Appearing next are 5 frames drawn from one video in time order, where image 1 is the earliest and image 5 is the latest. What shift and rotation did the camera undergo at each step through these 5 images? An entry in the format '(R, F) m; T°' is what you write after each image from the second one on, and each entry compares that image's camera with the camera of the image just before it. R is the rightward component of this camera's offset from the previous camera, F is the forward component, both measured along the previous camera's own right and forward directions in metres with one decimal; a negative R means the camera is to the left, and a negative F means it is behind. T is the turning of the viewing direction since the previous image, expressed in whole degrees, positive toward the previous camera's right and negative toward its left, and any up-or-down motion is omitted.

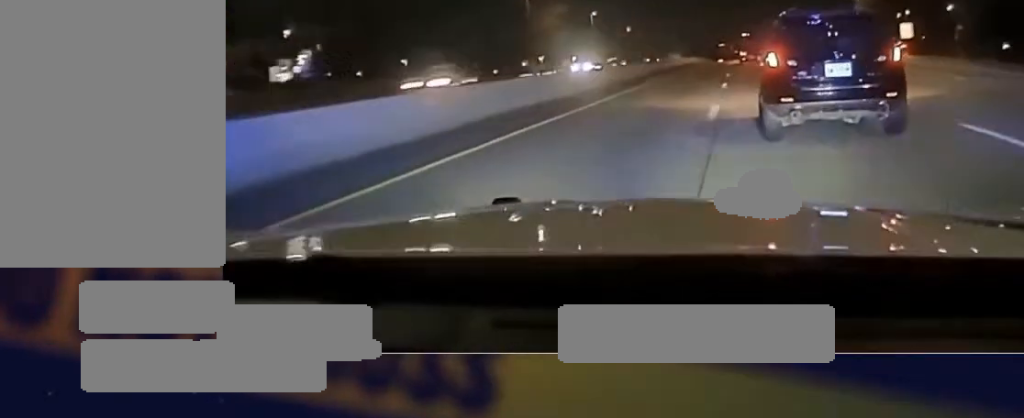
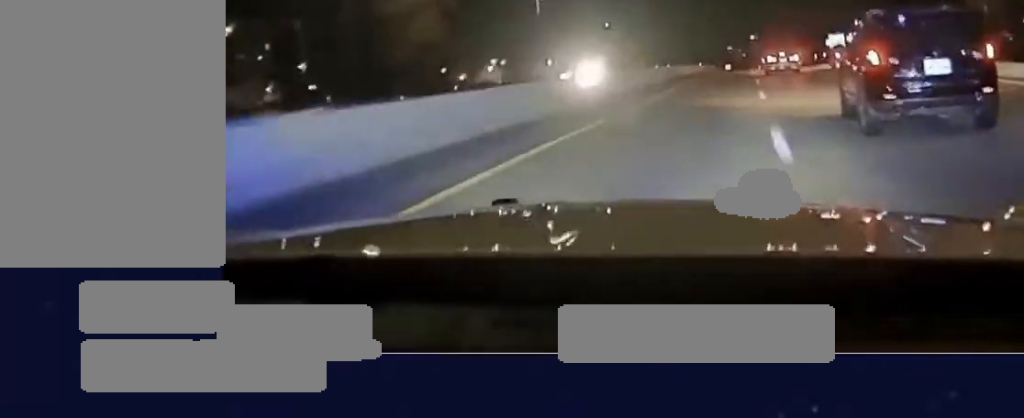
(-0.3, +63.8) m; 0°
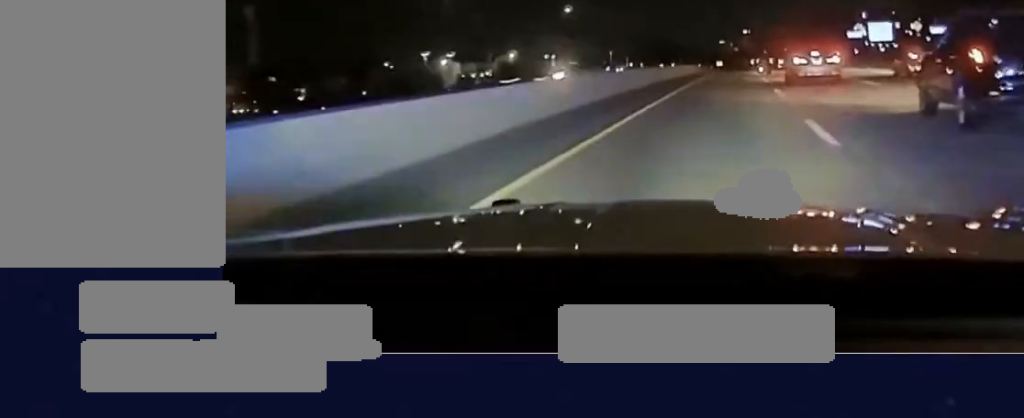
(-0.4, +46.5) m; 0°
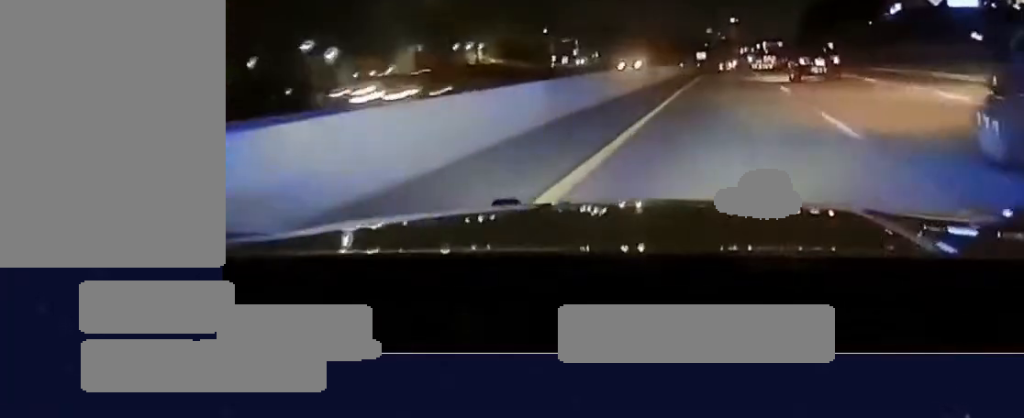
(+1.1, +68.2) m; +1°
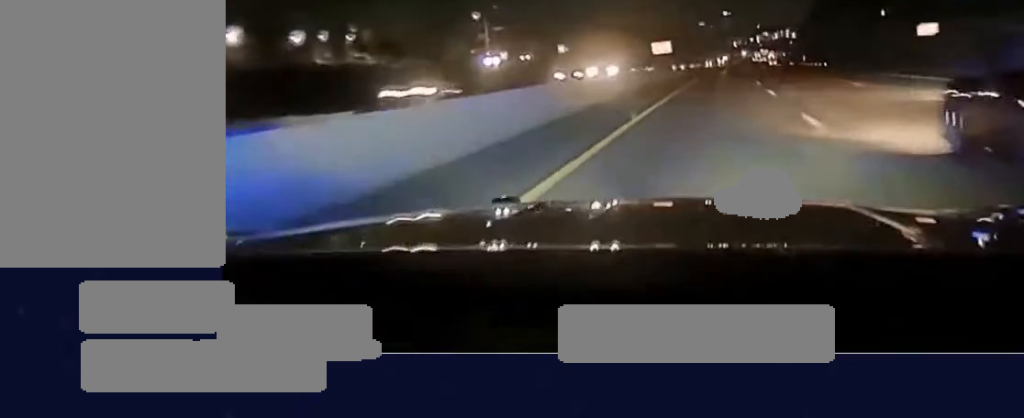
(+0.2, +54.6) m; +1°
